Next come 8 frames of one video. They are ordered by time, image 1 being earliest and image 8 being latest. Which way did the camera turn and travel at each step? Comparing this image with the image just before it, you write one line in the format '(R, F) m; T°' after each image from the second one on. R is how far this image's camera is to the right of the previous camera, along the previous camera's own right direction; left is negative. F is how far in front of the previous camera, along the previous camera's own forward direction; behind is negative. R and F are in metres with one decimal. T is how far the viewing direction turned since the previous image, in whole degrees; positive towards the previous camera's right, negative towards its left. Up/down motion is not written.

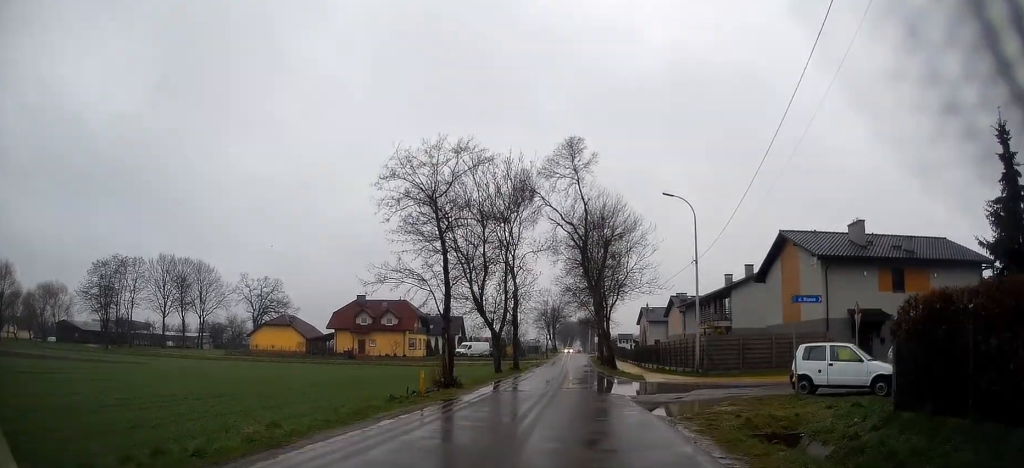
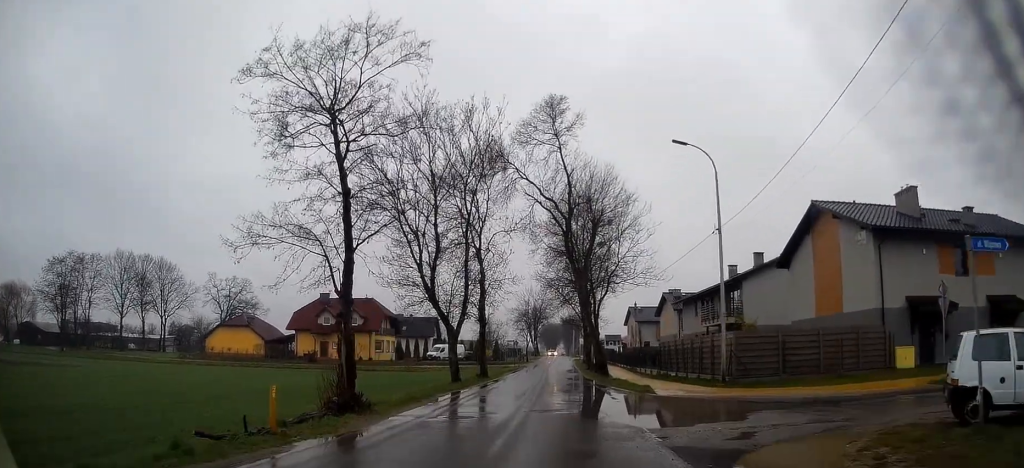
(+0.6, +7.4) m; +4°
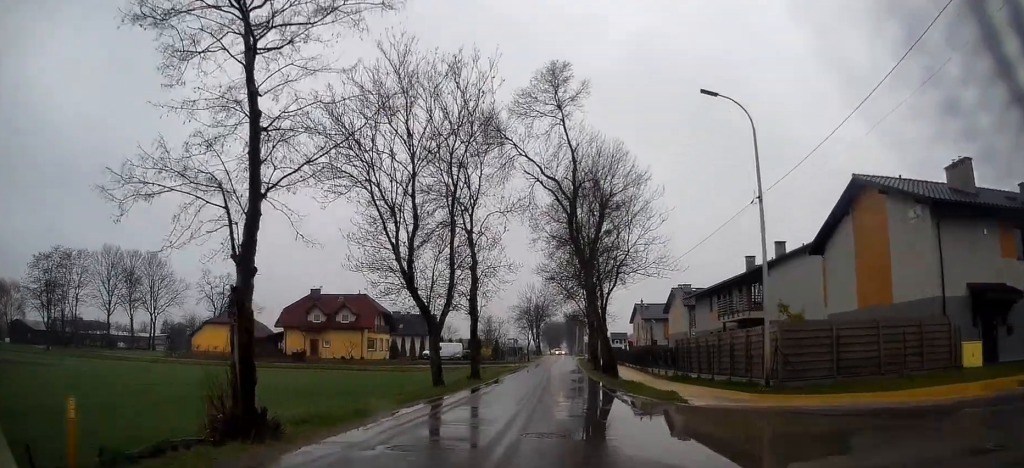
(-0.1, +4.3) m; -1°
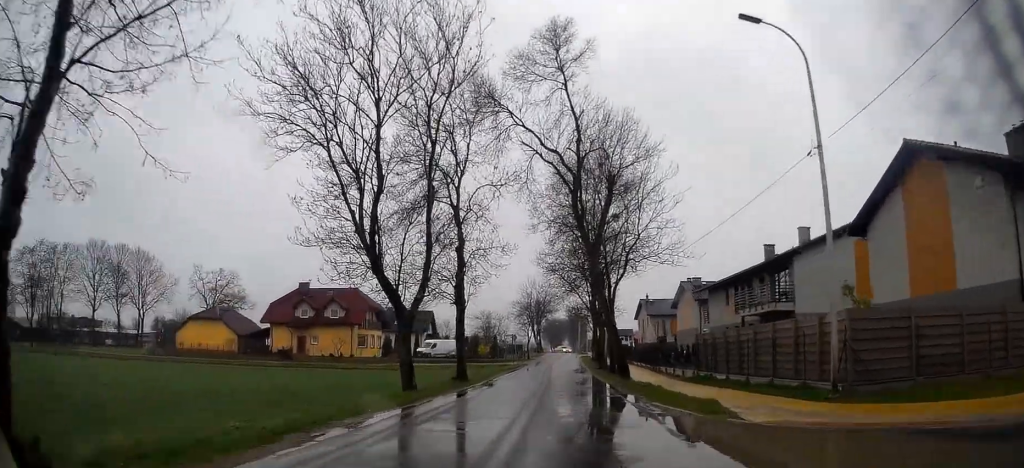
(-0.1, +4.2) m; -1°
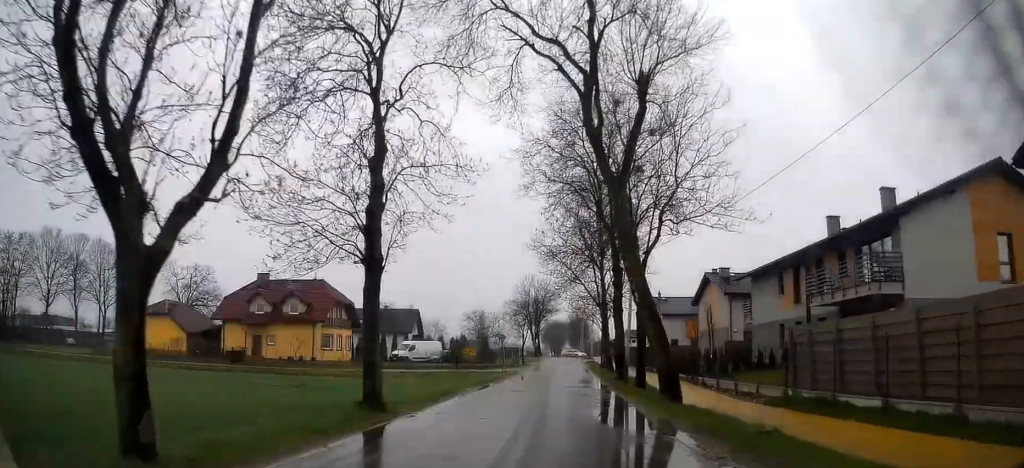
(+0.1, +12.3) m; +2°
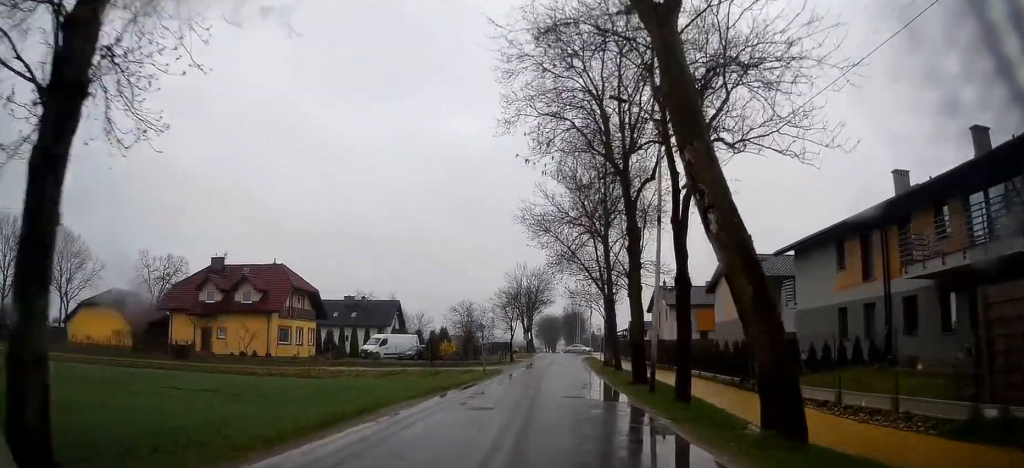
(+0.2, +9.2) m; 0°
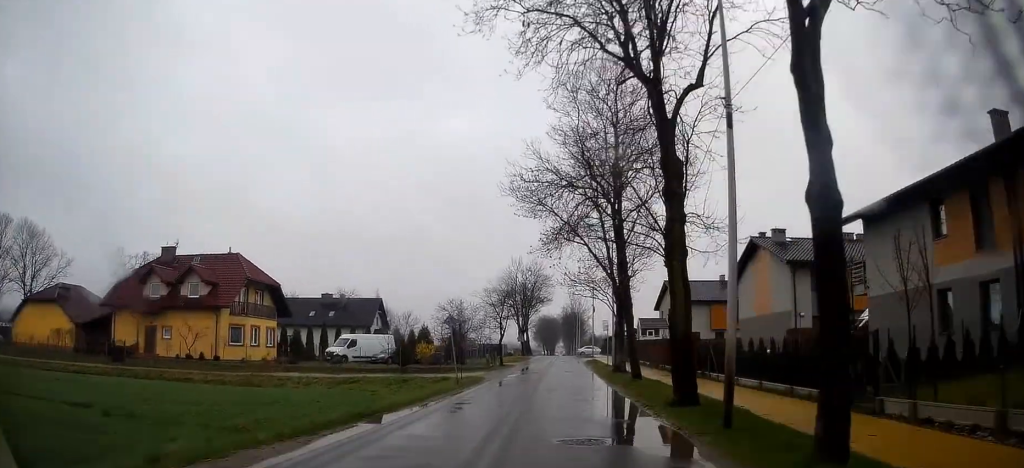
(-0.3, +8.7) m; +1°
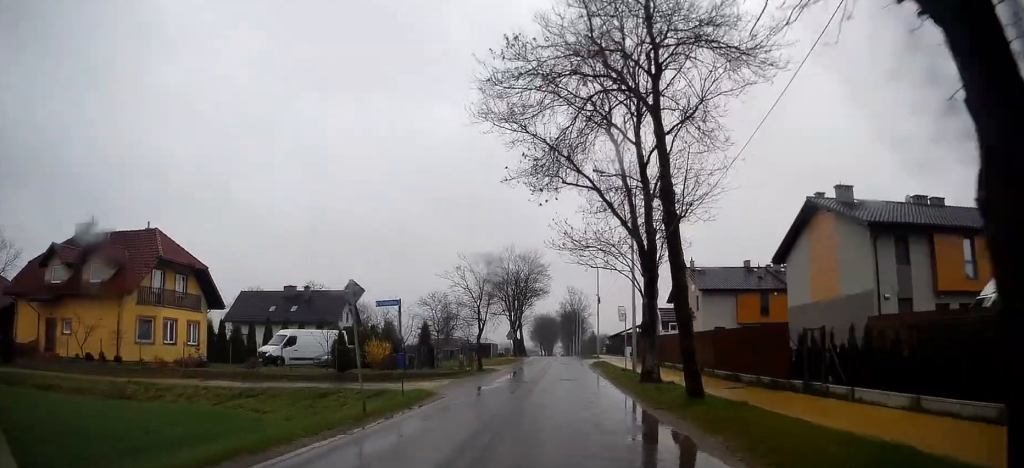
(+0.4, +11.7) m; +2°
